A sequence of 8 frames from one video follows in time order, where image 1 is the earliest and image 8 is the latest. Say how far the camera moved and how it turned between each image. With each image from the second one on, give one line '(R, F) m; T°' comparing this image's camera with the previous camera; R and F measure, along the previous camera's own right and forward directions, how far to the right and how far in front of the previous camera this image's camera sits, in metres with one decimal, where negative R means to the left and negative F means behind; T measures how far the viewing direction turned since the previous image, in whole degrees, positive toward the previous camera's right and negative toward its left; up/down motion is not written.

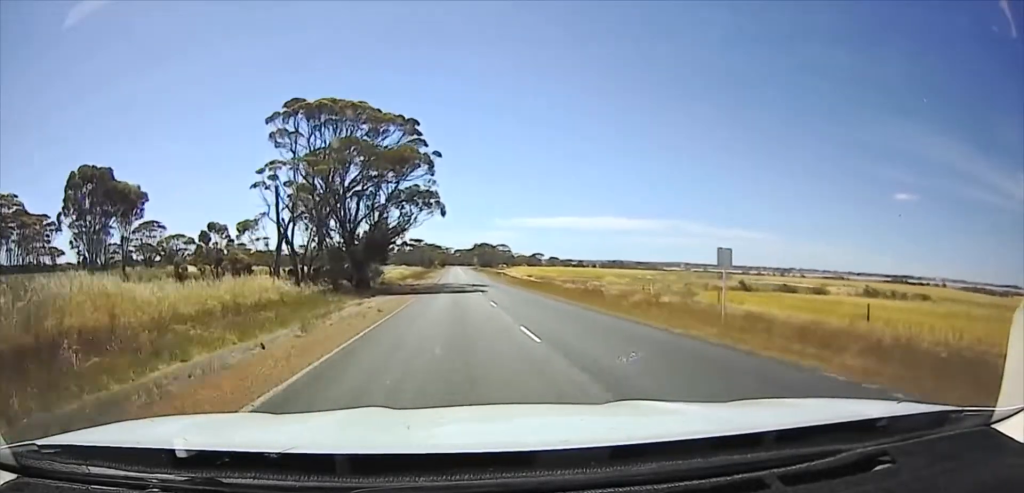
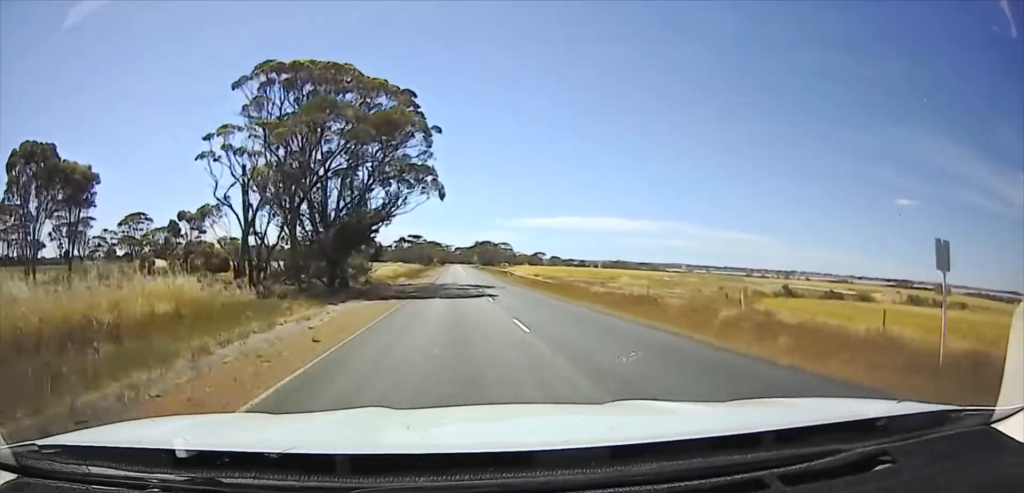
(+0.3, +11.9) m; 0°
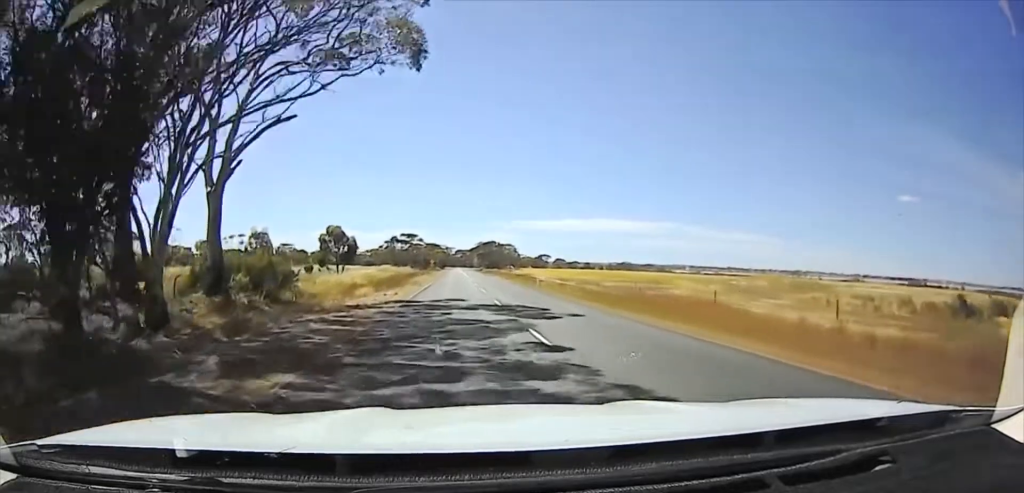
(-0.5, +28.5) m; -1°
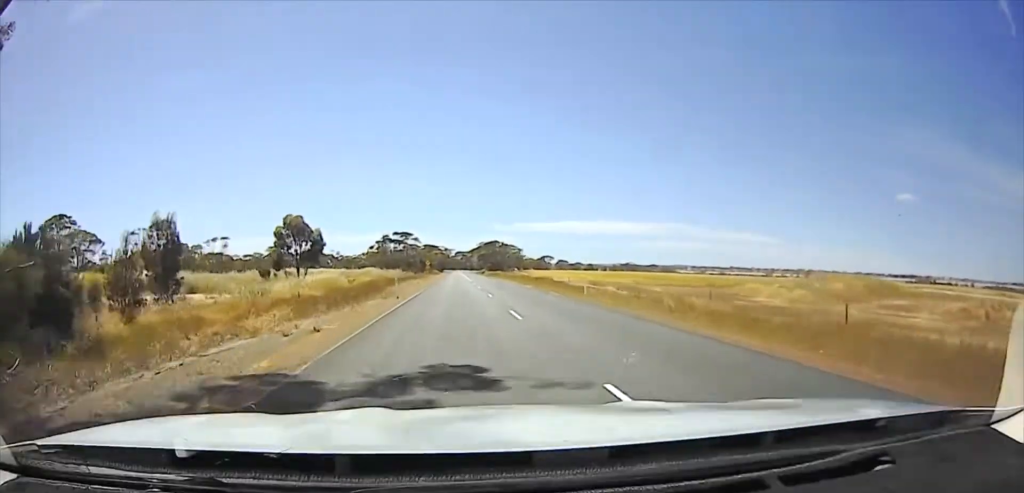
(0.0, +16.1) m; -1°
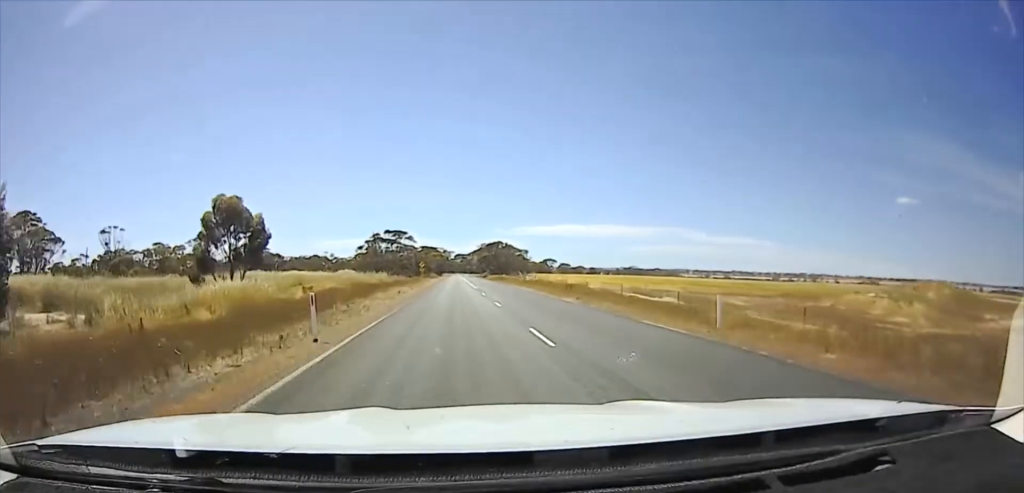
(-0.1, +14.4) m; -1°
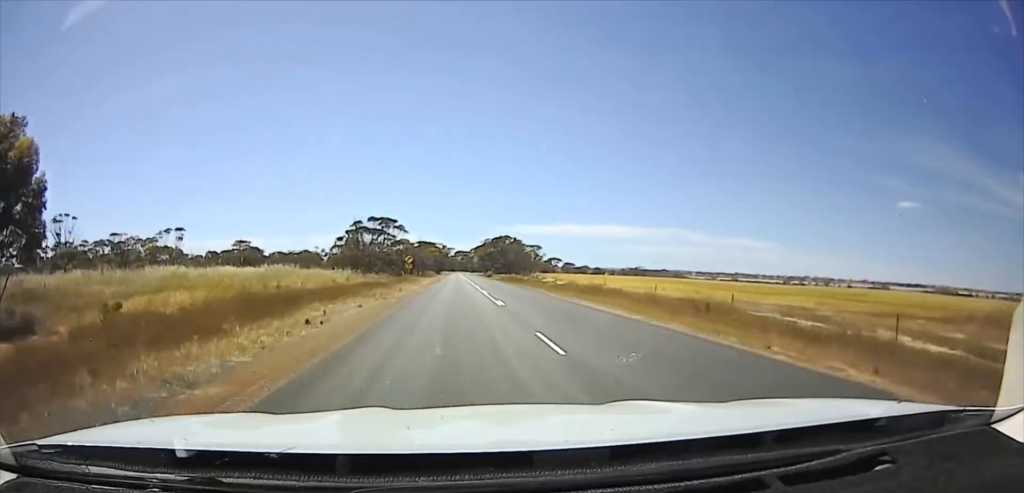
(-0.2, +16.5) m; +1°
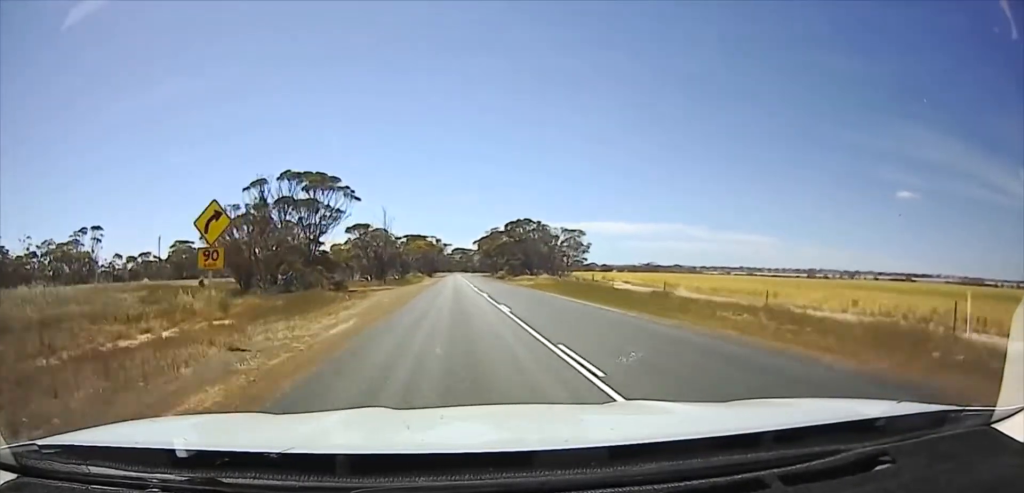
(+1.5, +26.2) m; +3°
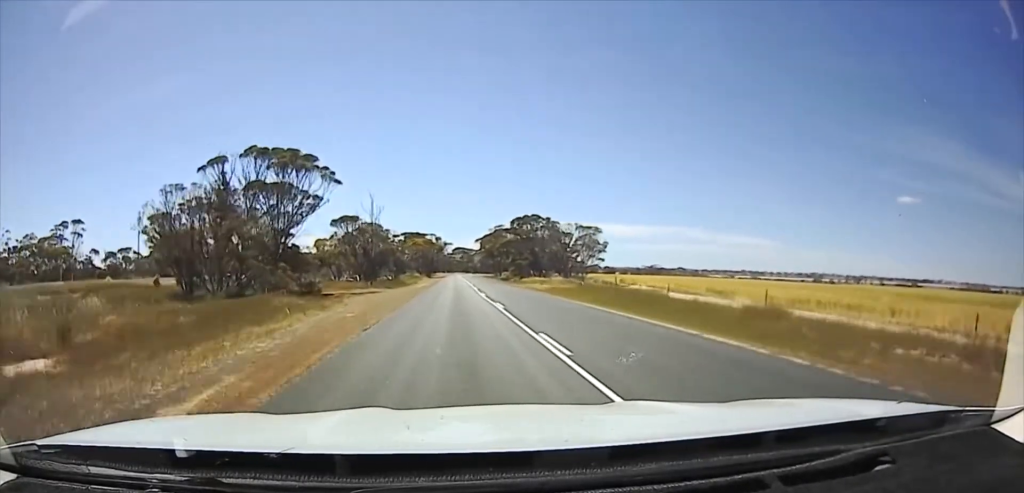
(-0.1, +6.3) m; -1°
